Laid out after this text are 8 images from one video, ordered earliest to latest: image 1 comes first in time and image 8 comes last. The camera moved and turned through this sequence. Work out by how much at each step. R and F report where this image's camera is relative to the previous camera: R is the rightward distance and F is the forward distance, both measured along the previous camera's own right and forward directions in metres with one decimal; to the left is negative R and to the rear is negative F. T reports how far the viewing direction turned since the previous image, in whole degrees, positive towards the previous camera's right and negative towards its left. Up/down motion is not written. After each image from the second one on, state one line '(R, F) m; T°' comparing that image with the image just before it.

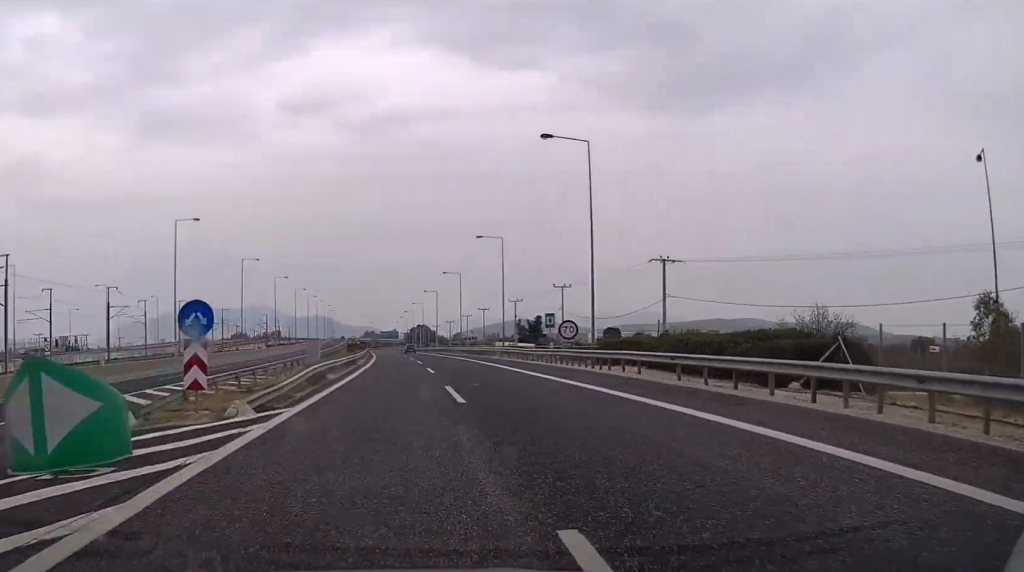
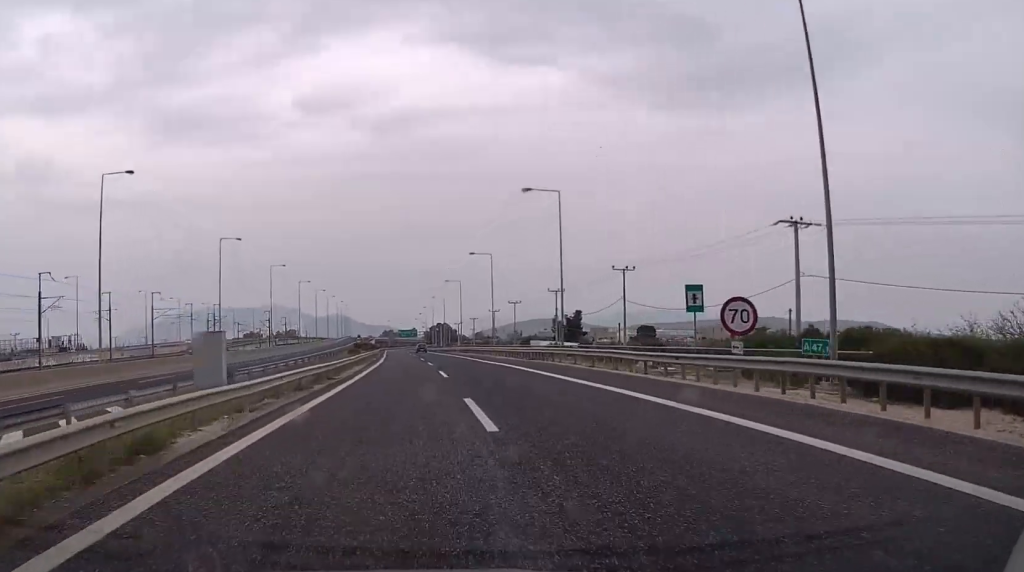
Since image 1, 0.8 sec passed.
(-0.3, +23.6) m; -1°
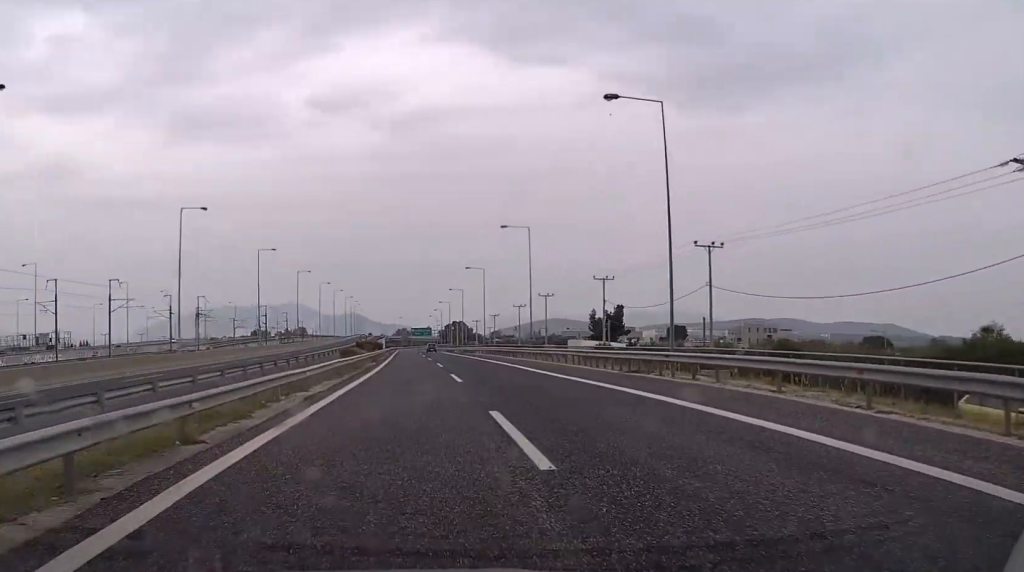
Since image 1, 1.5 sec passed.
(-0.2, +21.7) m; -1°
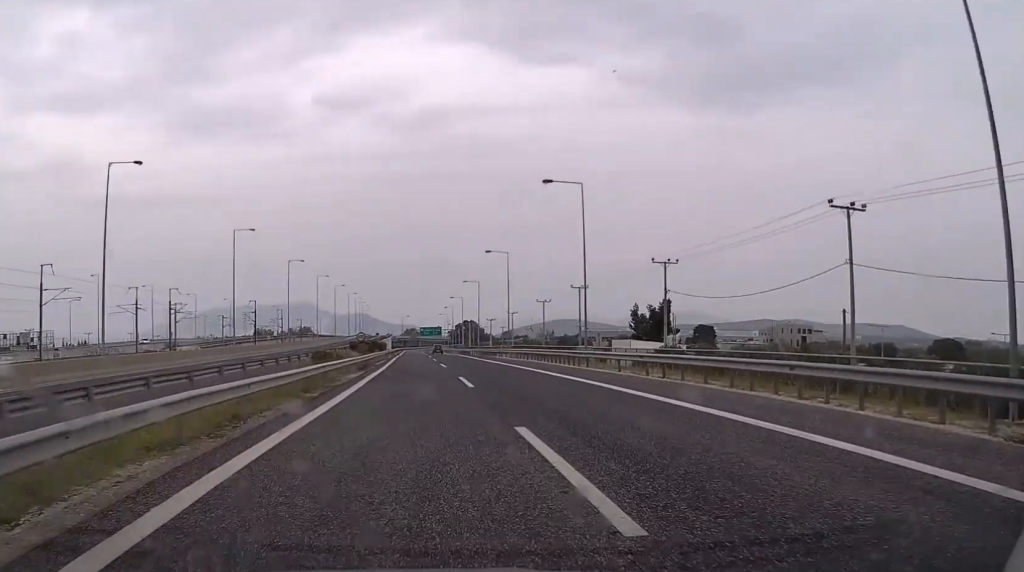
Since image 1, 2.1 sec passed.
(-0.1, +20.7) m; -1°
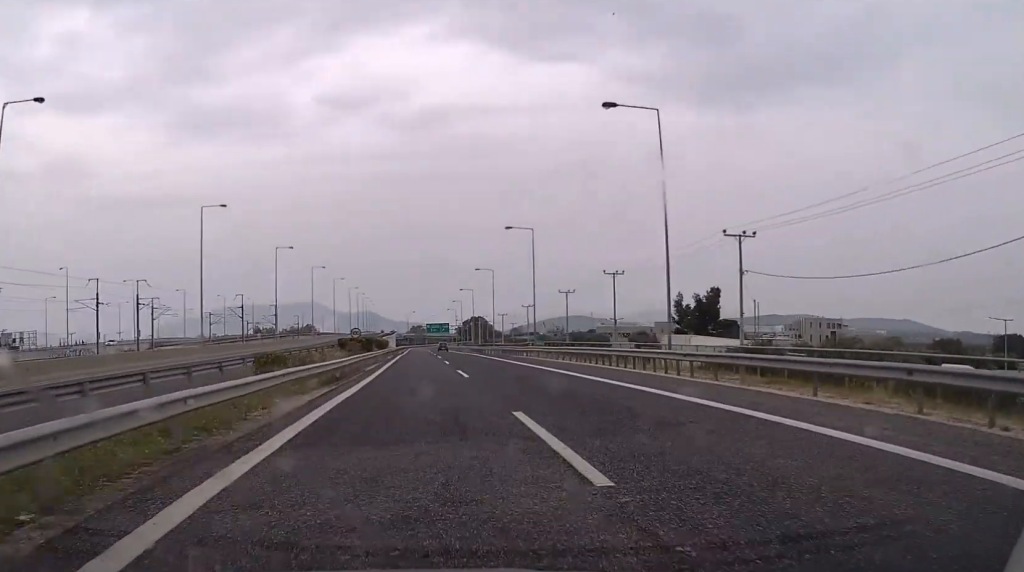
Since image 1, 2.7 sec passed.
(-0.1, +16.6) m; -1°
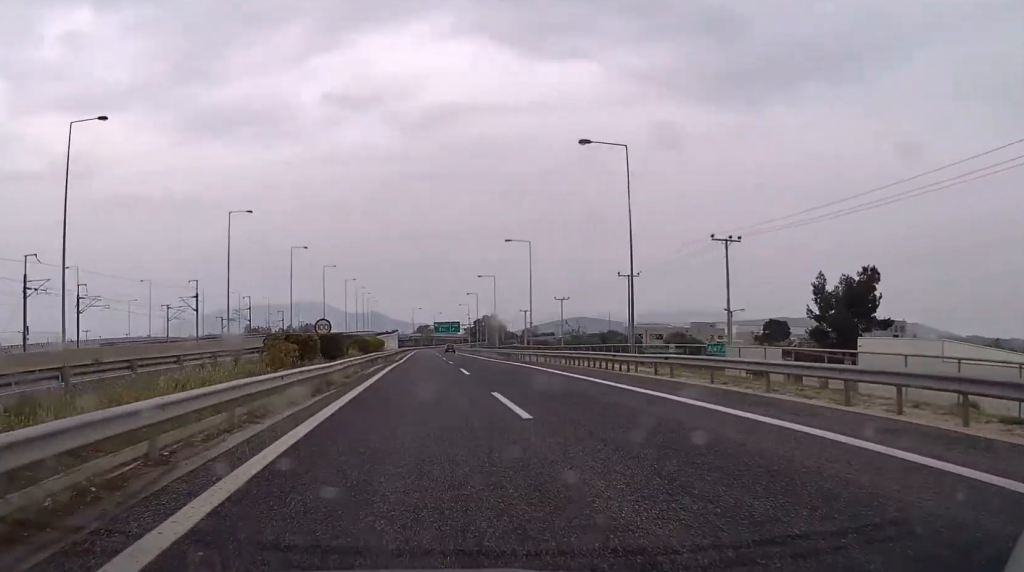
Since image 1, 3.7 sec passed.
(-0.4, +33.1) m; -1°
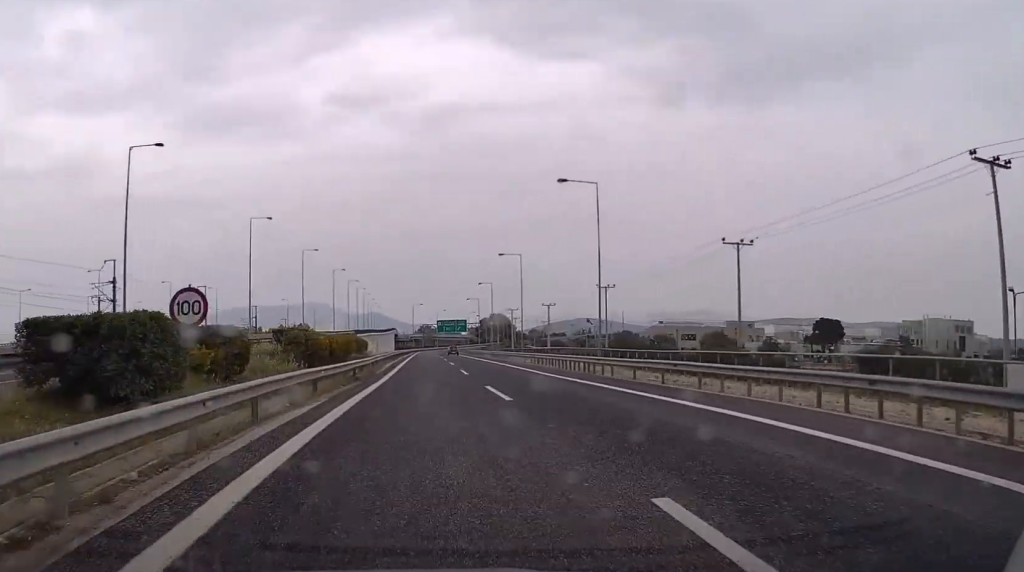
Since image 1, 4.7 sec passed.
(-0.2, +31.0) m; 0°
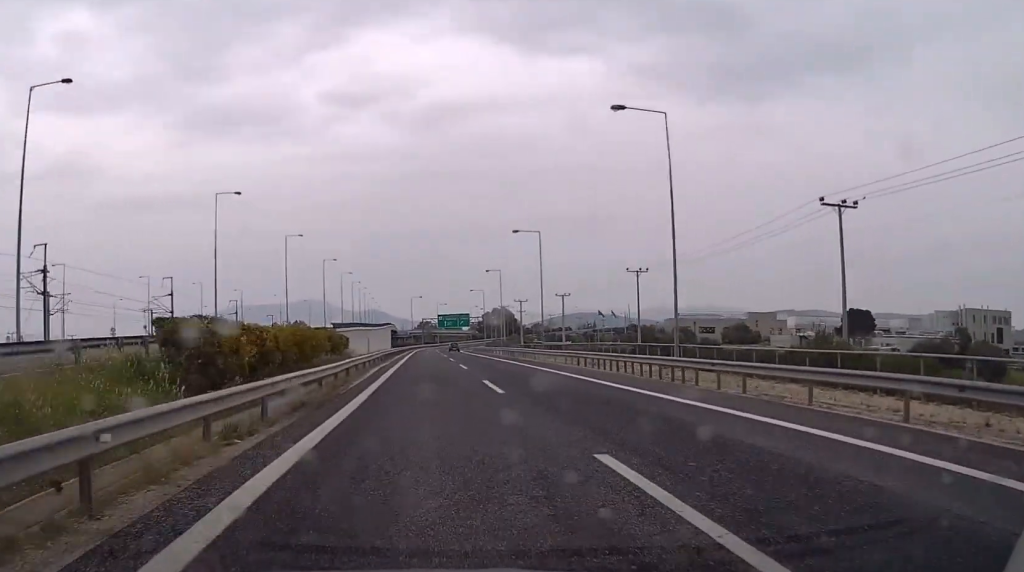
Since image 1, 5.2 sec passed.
(0.0, +15.5) m; 0°
